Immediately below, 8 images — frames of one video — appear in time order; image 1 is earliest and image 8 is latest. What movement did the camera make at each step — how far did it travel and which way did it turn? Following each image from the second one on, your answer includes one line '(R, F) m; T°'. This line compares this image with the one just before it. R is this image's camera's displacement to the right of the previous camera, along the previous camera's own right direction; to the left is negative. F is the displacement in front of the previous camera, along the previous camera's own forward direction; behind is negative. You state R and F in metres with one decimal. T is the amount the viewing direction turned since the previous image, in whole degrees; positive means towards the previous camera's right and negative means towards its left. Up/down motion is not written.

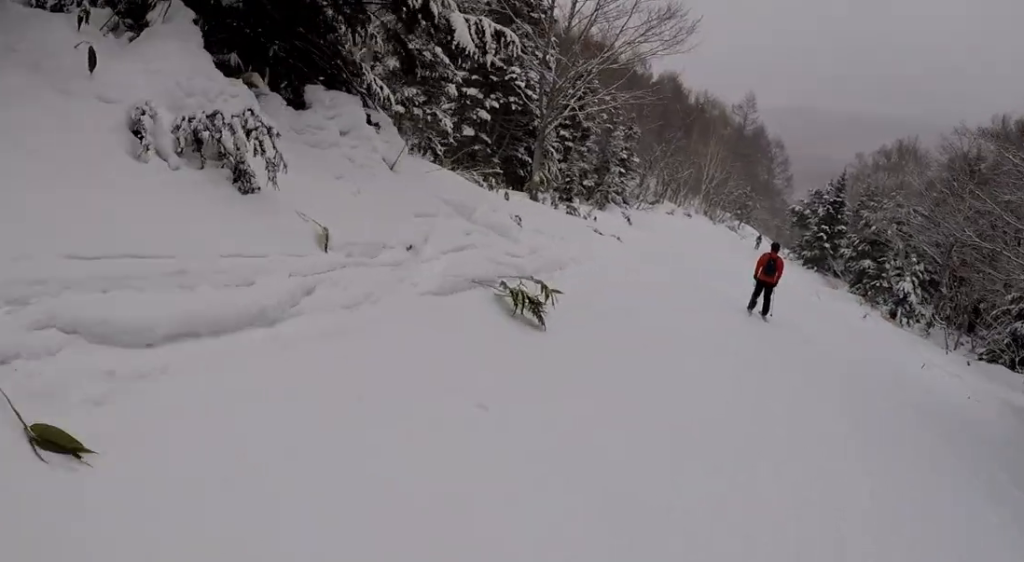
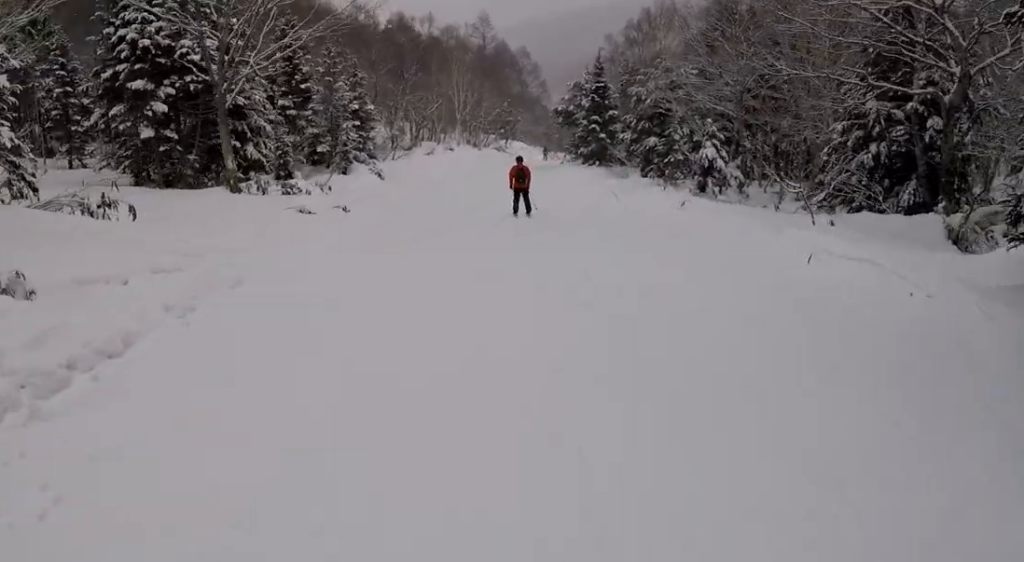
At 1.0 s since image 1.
(-0.7, +5.7) m; -10°
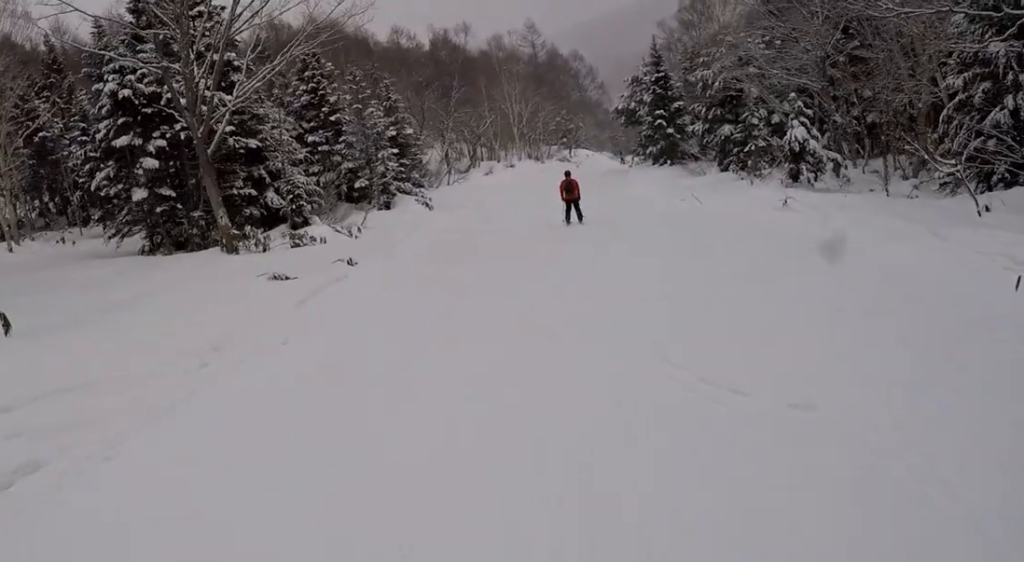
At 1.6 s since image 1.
(-0.2, +3.8) m; -3°
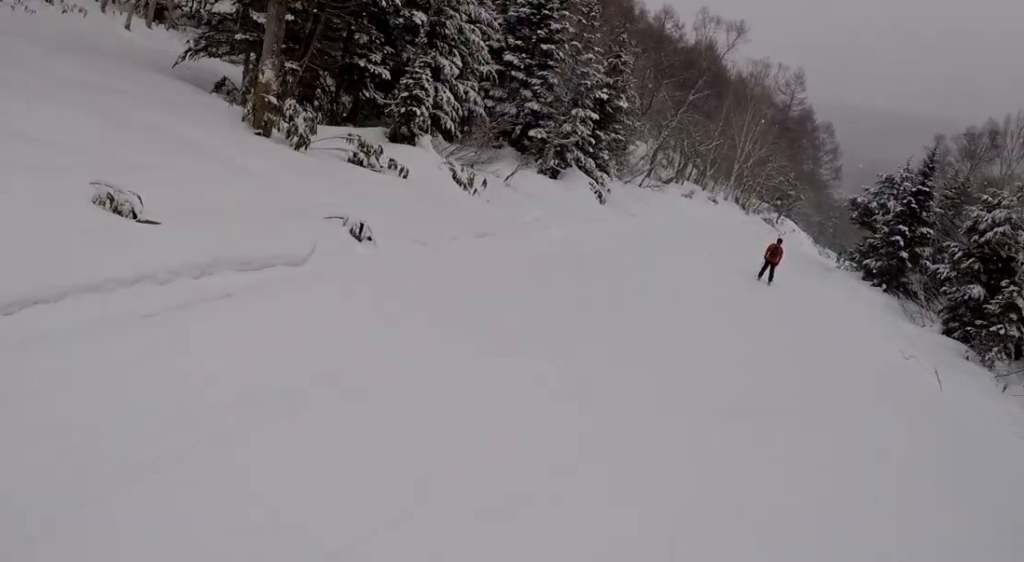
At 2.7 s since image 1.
(-0.1, +6.6) m; 0°
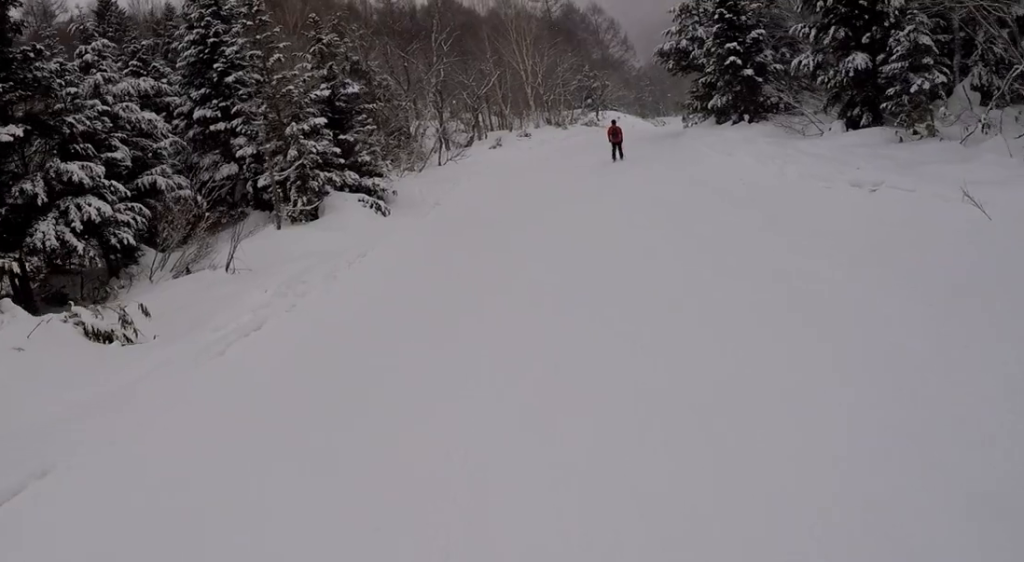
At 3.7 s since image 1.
(+0.1, +6.7) m; +8°
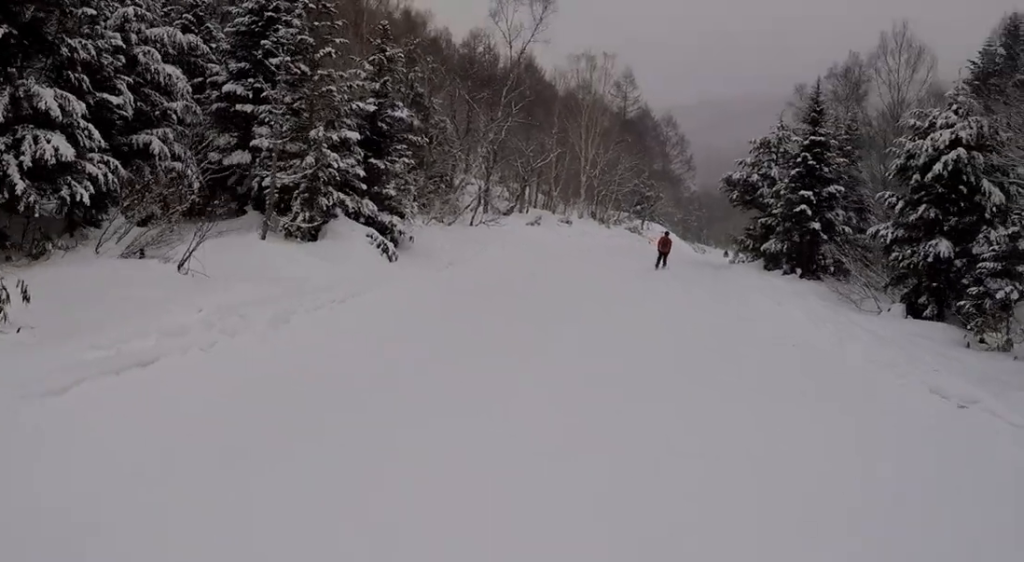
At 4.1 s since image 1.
(-0.2, +2.5) m; +4°
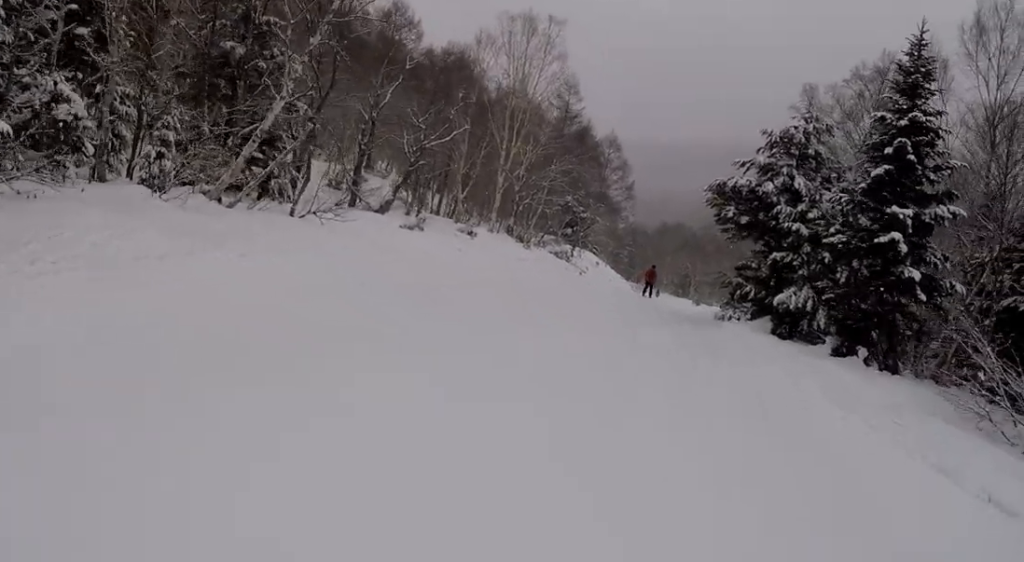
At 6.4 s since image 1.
(-0.6, +13.5) m; -9°
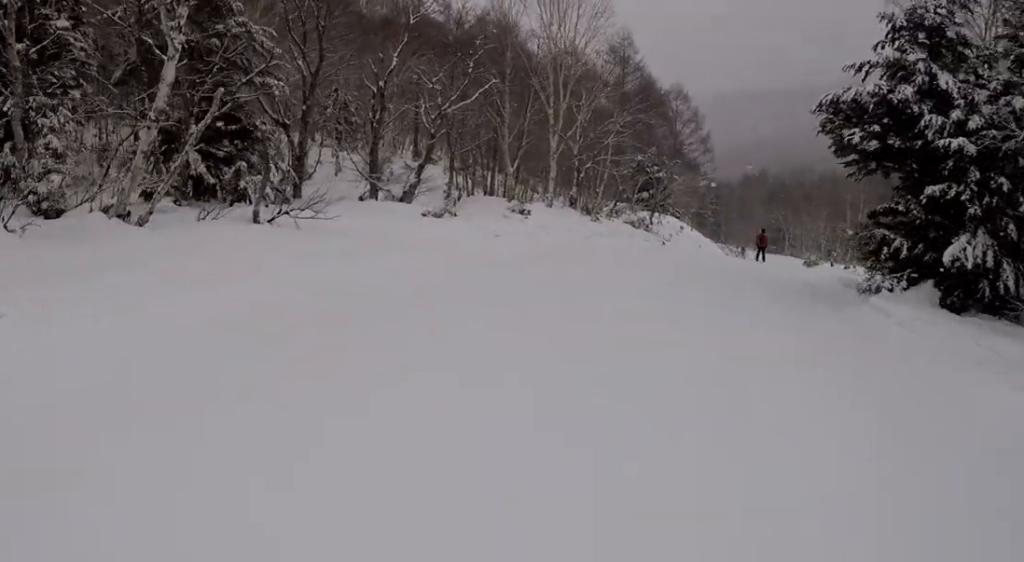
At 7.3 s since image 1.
(+0.2, +5.7) m; +10°
